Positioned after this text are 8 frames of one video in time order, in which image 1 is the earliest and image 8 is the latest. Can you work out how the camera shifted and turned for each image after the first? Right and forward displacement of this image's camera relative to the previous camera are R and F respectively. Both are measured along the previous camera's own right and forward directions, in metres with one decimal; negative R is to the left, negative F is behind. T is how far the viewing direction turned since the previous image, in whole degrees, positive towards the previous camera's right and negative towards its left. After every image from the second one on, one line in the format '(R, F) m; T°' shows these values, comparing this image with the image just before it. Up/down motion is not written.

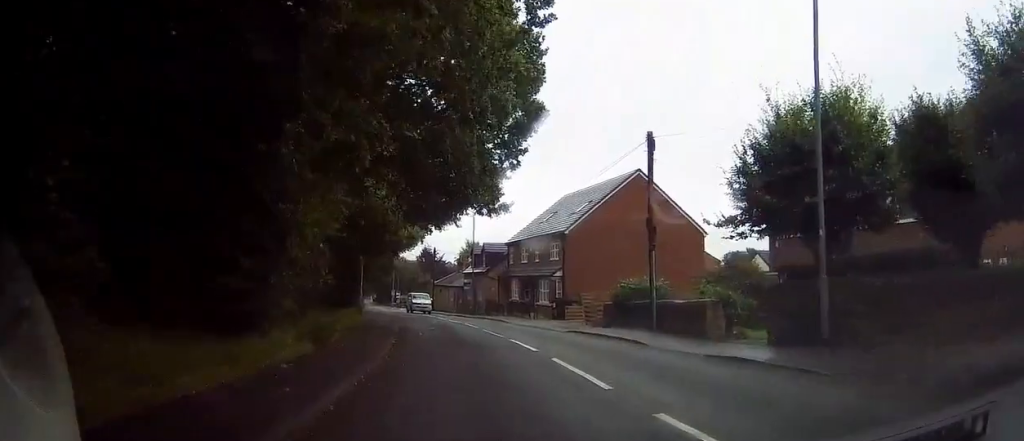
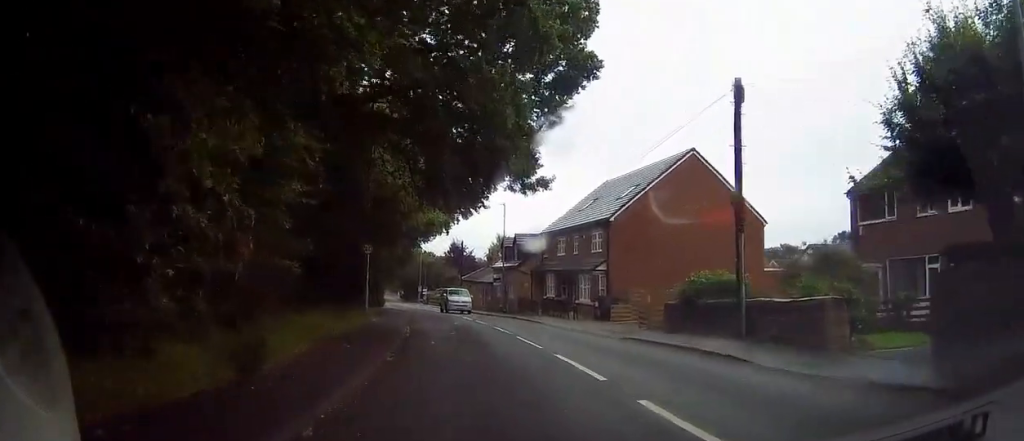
(-0.1, +5.3) m; +1°
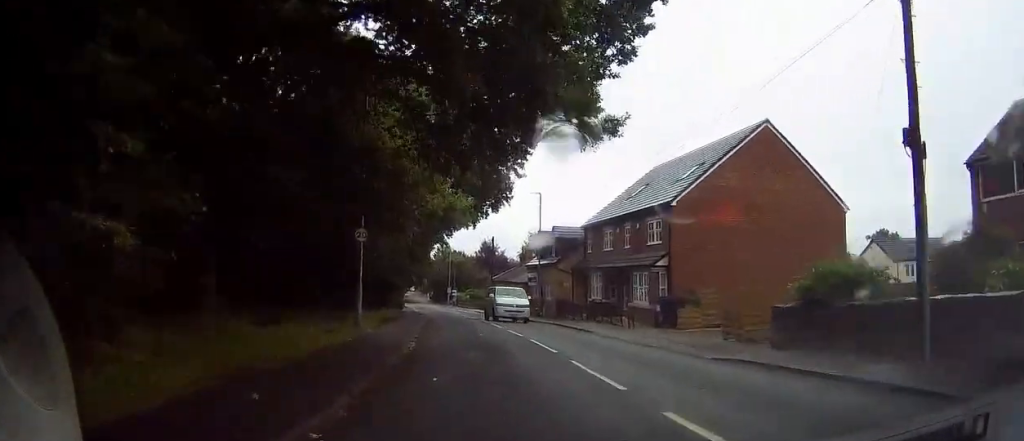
(+0.1, +6.6) m; +3°
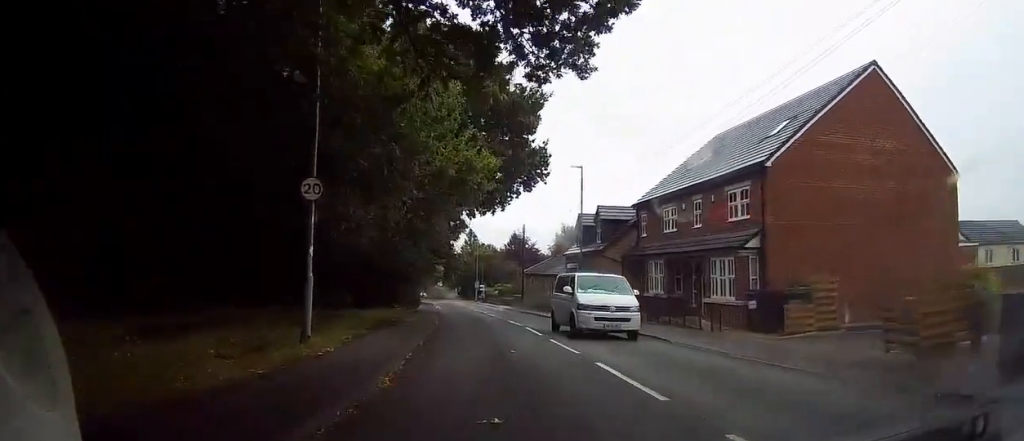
(+0.3, +7.7) m; -2°
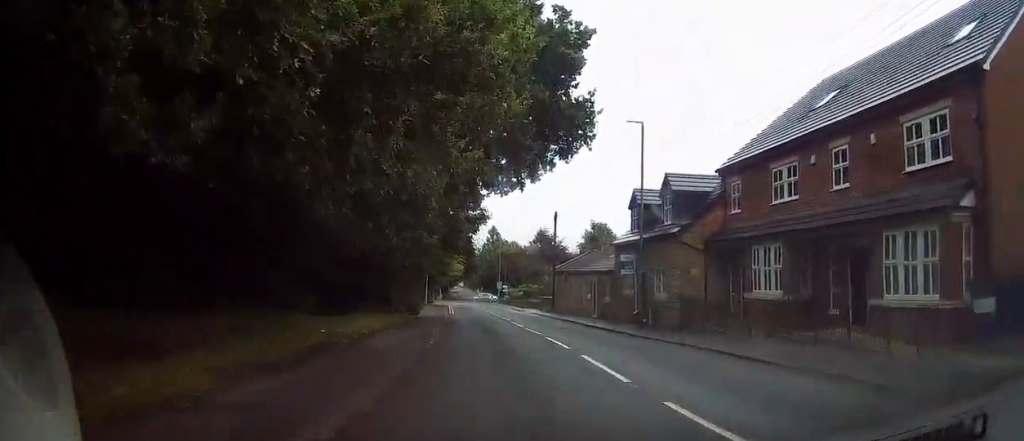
(-0.9, +10.1) m; -7°
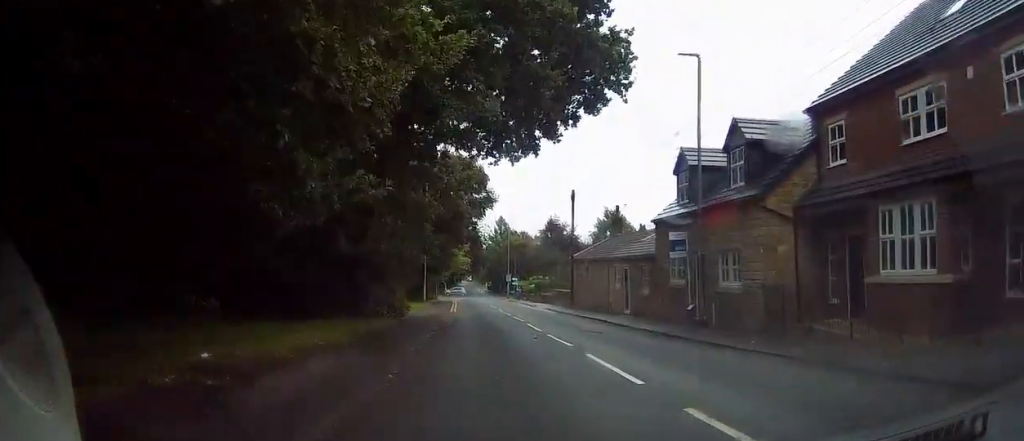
(-0.2, +7.2) m; 0°
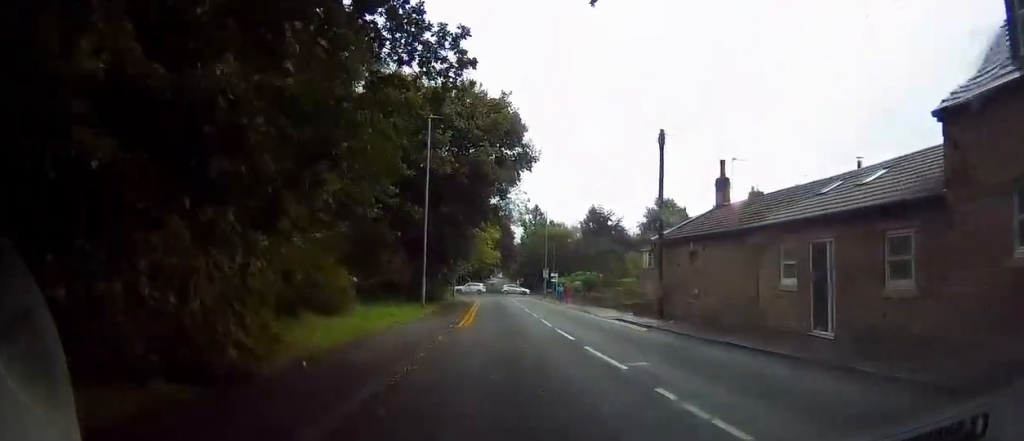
(-0.1, +16.6) m; -4°
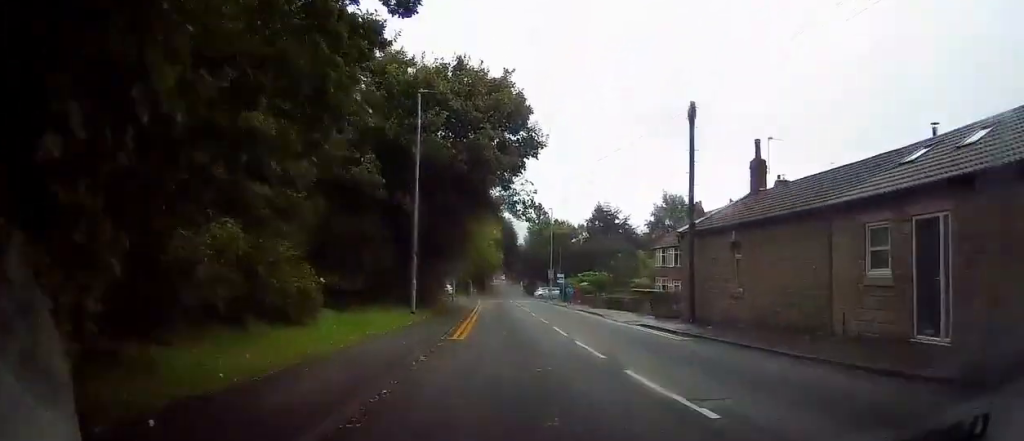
(-0.1, +4.2) m; -1°
